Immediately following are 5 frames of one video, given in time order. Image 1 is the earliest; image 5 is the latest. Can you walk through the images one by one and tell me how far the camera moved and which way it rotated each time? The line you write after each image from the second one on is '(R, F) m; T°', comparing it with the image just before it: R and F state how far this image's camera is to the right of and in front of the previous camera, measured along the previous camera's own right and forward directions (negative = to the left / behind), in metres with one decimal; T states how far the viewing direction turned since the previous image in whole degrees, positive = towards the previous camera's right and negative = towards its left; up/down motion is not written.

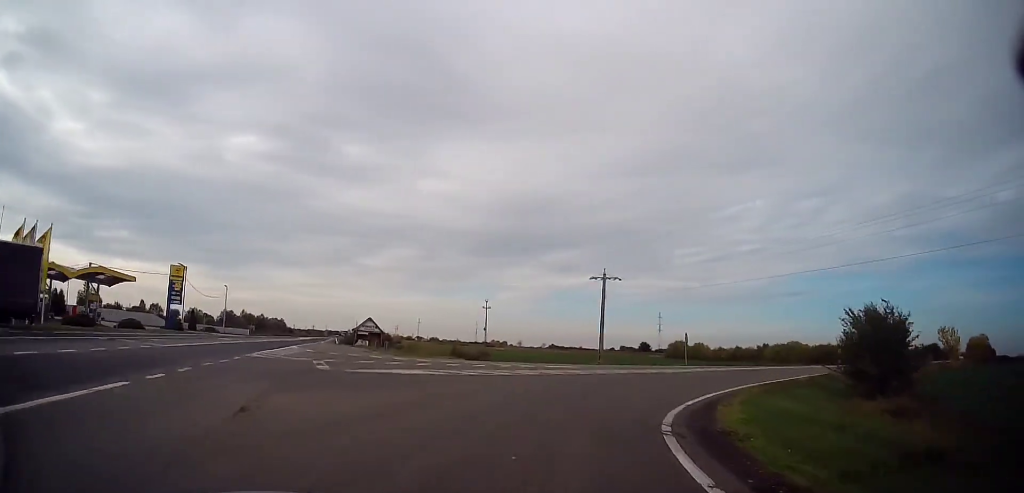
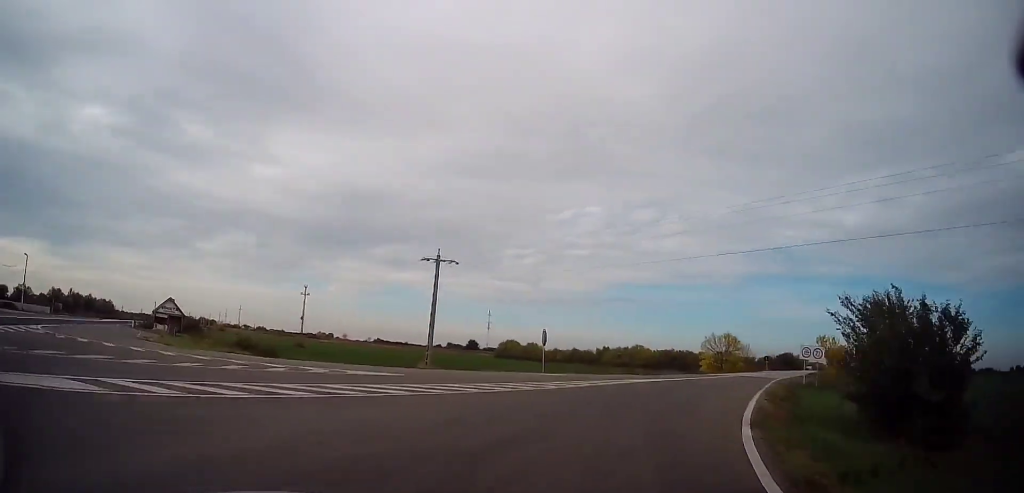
(+1.5, +10.3) m; +17°
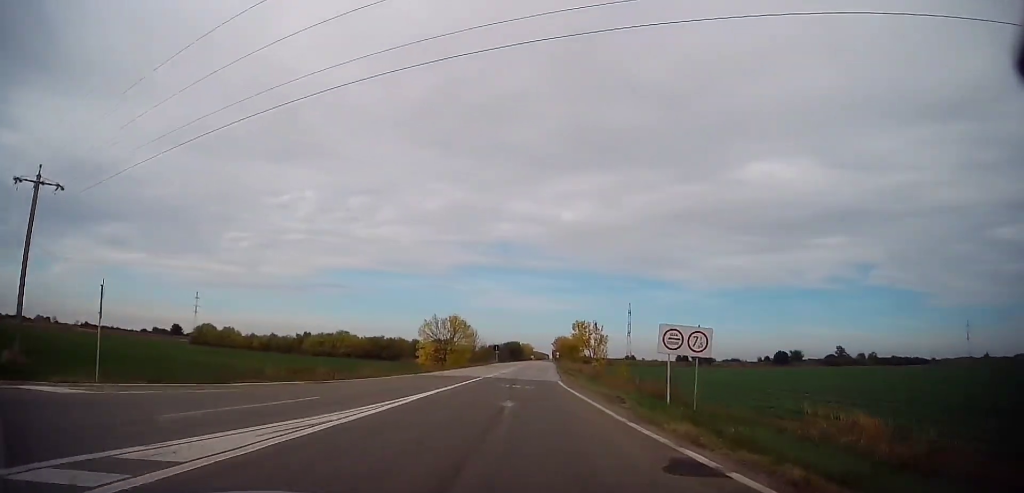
(+4.1, +17.2) m; +25°
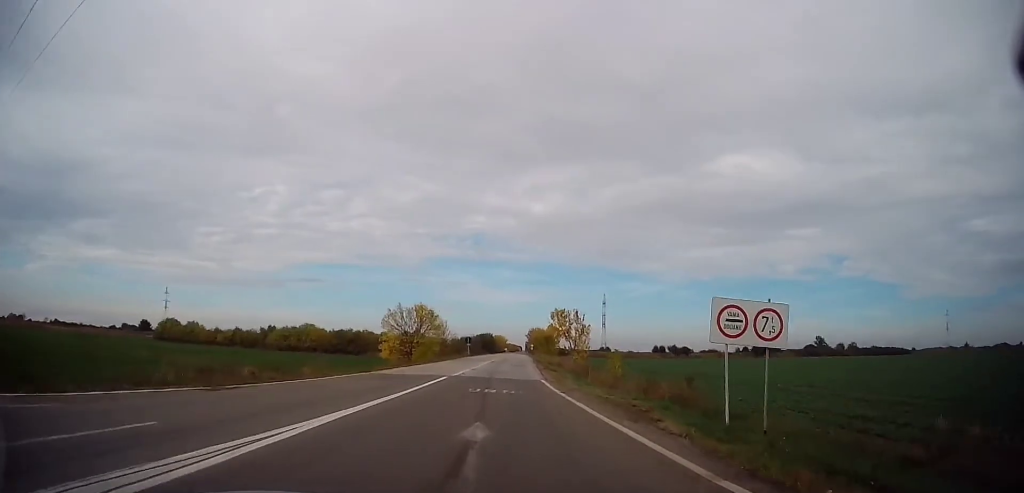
(+0.5, +5.6) m; +2°
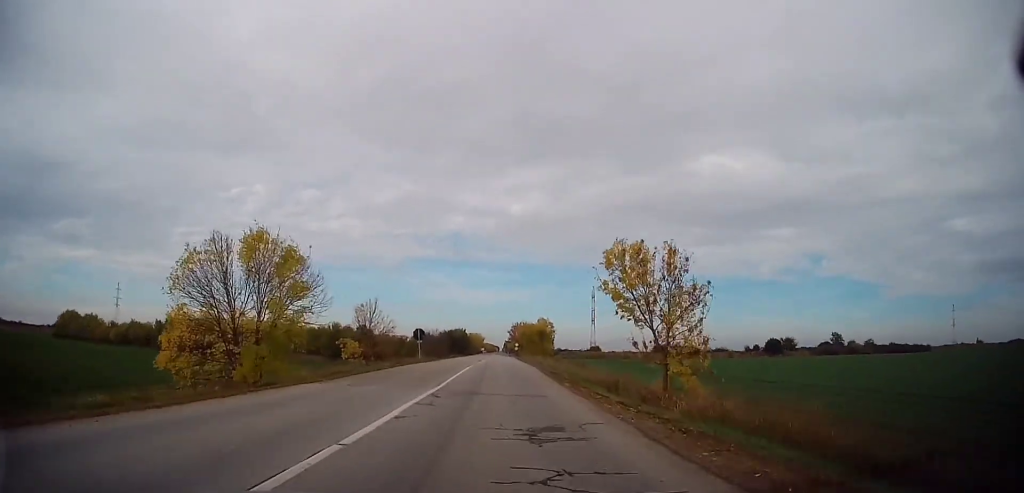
(+1.8, +32.8) m; +4°
